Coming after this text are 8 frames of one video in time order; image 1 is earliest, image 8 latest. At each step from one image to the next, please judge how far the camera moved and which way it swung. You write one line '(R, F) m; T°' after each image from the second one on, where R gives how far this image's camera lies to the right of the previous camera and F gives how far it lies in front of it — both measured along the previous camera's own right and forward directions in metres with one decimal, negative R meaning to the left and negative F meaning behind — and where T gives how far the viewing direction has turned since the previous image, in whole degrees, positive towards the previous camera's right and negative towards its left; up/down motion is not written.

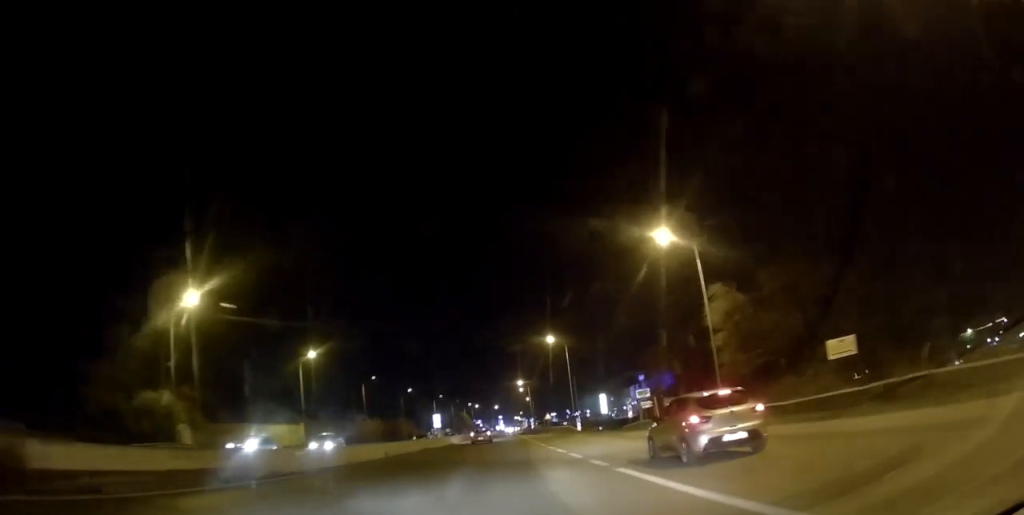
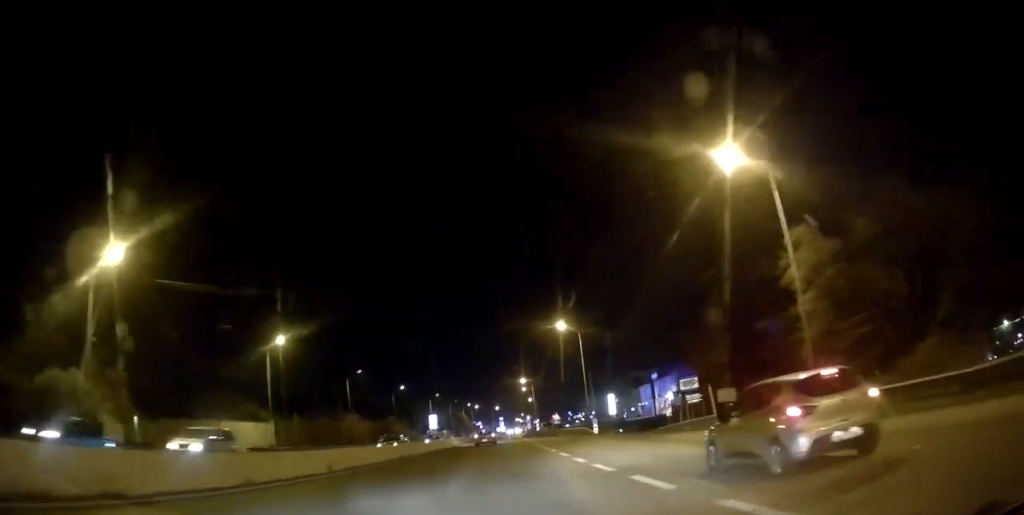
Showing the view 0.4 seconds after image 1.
(-0.2, +9.7) m; 0°
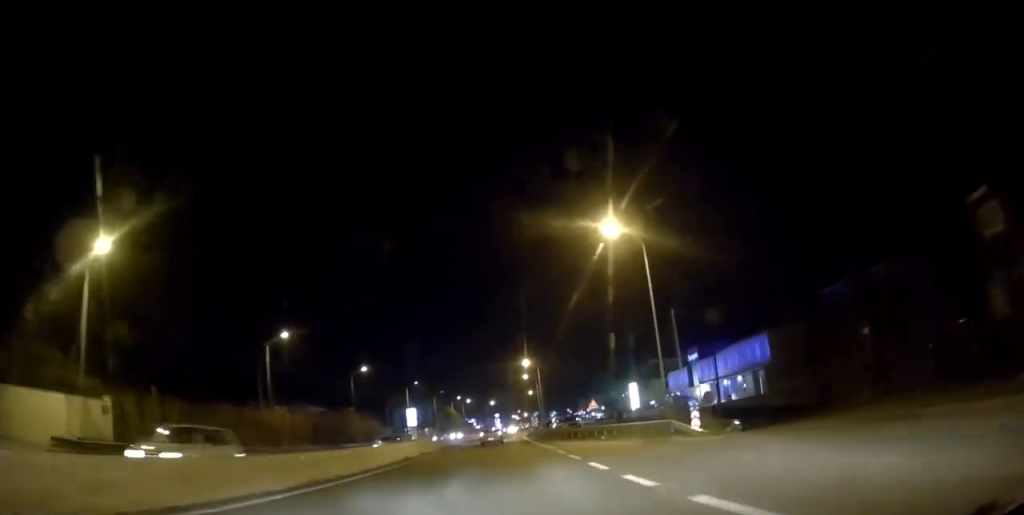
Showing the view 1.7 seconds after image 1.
(+0.5, +26.4) m; +2°
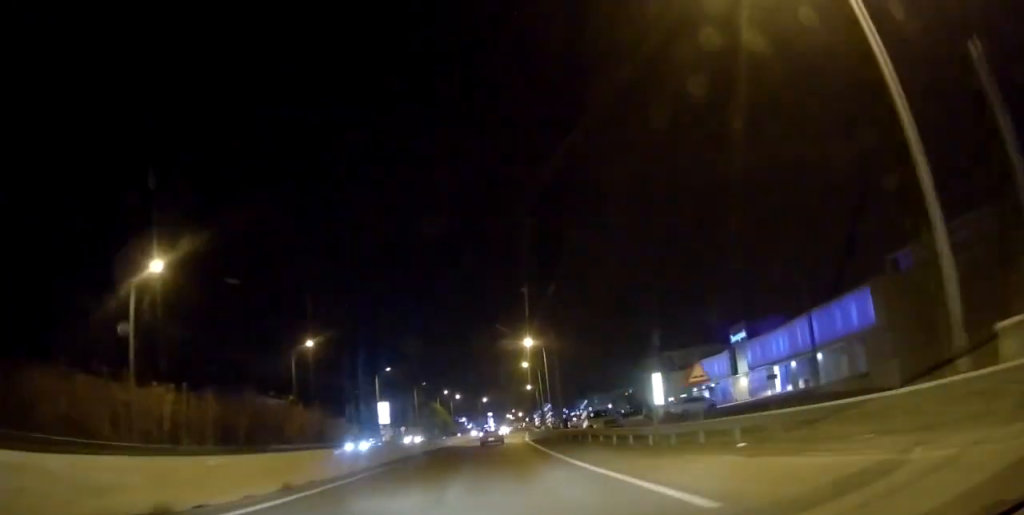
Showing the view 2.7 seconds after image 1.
(+0.1, +20.6) m; 0°
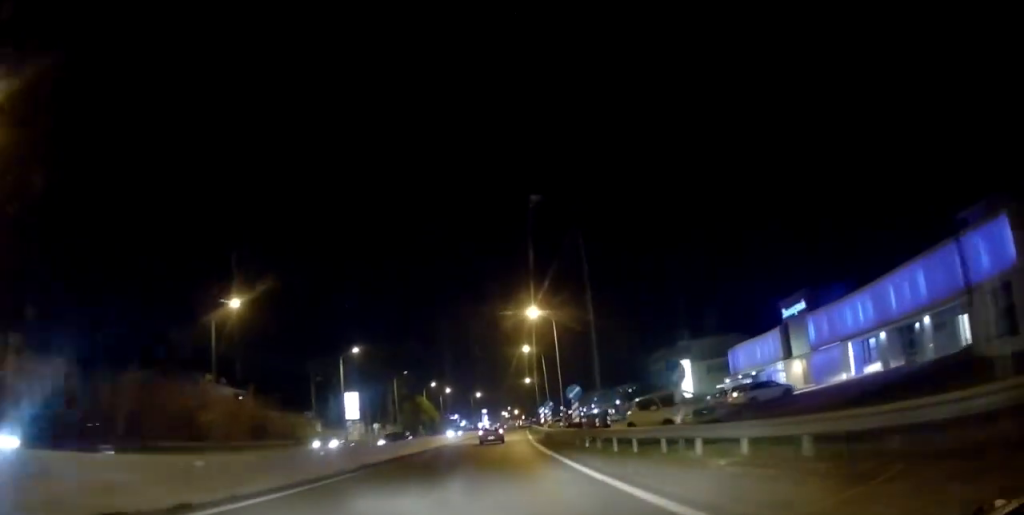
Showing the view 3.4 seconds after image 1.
(0.0, +15.8) m; 0°
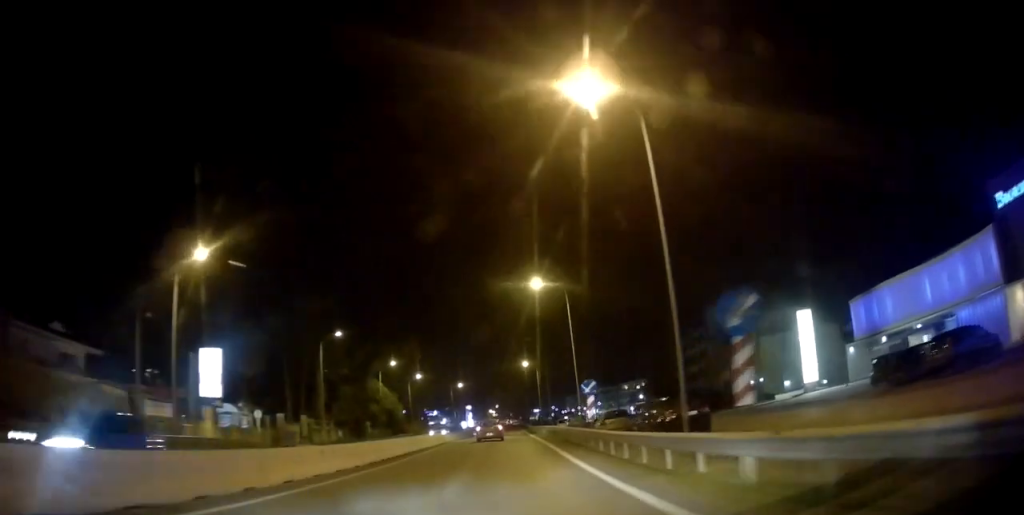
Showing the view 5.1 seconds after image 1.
(+0.1, +32.7) m; 0°
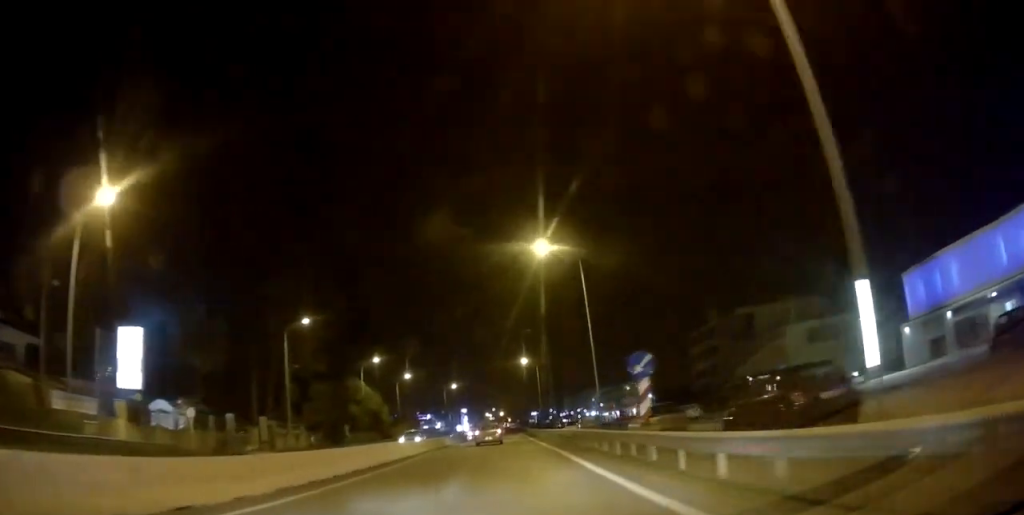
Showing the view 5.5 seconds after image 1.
(0.0, +8.6) m; 0°
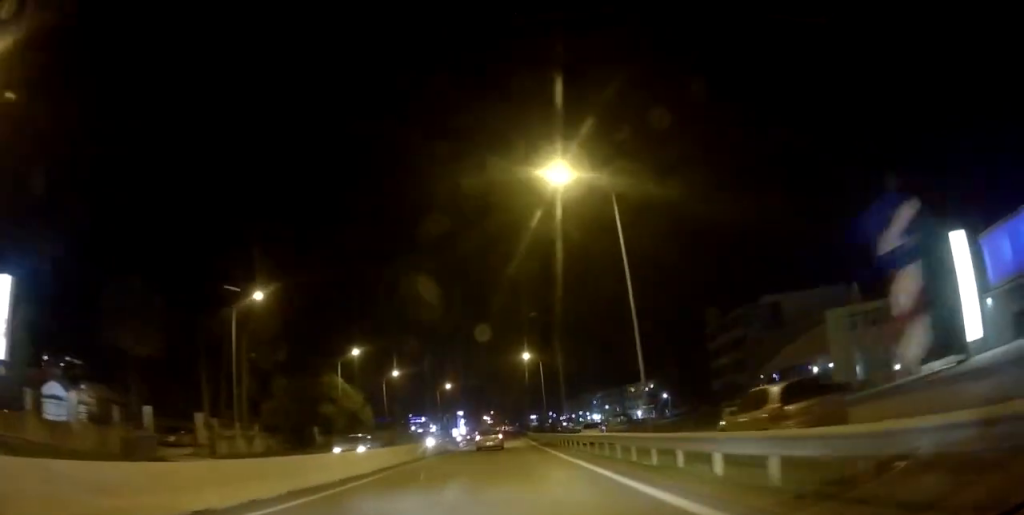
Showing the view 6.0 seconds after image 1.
(0.0, +9.6) m; 0°
